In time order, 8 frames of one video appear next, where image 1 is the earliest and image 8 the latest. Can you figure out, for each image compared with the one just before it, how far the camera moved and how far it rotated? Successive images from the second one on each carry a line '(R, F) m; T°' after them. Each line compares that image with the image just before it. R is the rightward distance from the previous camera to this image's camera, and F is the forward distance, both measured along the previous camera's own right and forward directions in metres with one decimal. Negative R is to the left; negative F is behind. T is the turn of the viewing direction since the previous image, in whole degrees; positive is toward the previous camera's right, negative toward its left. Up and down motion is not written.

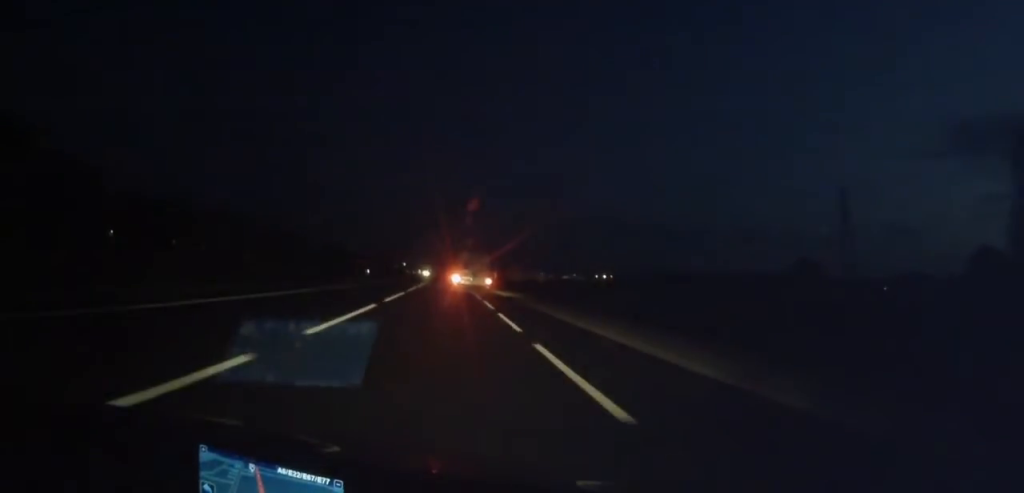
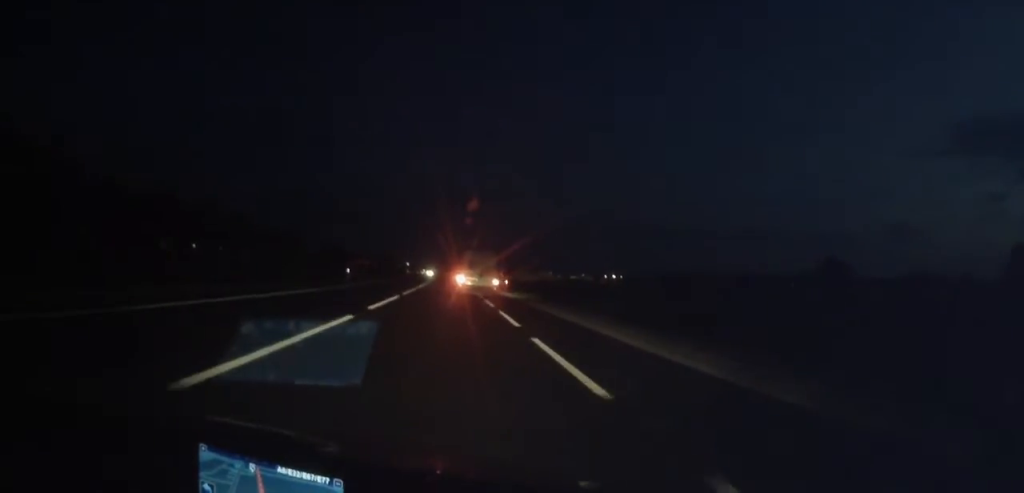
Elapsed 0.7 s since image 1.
(-0.2, +16.9) m; 0°
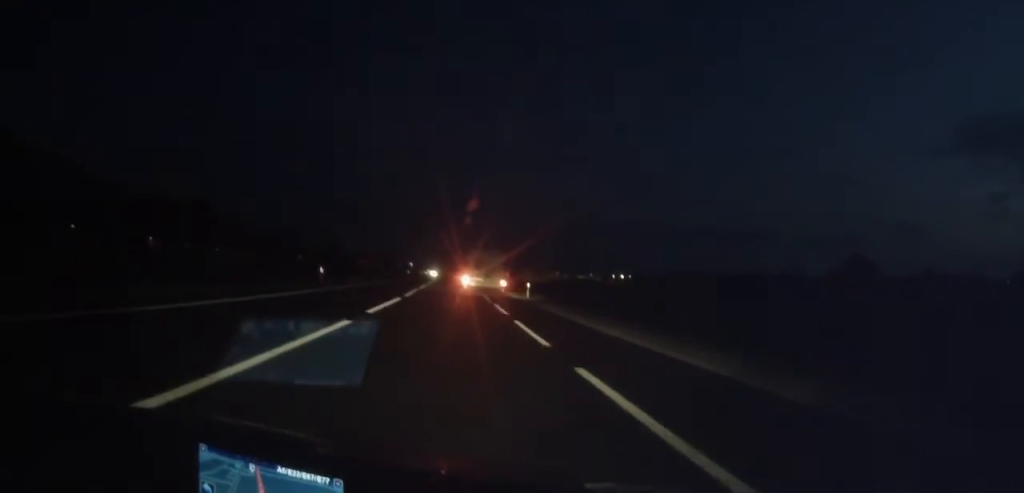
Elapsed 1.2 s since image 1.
(-0.1, +12.9) m; 0°
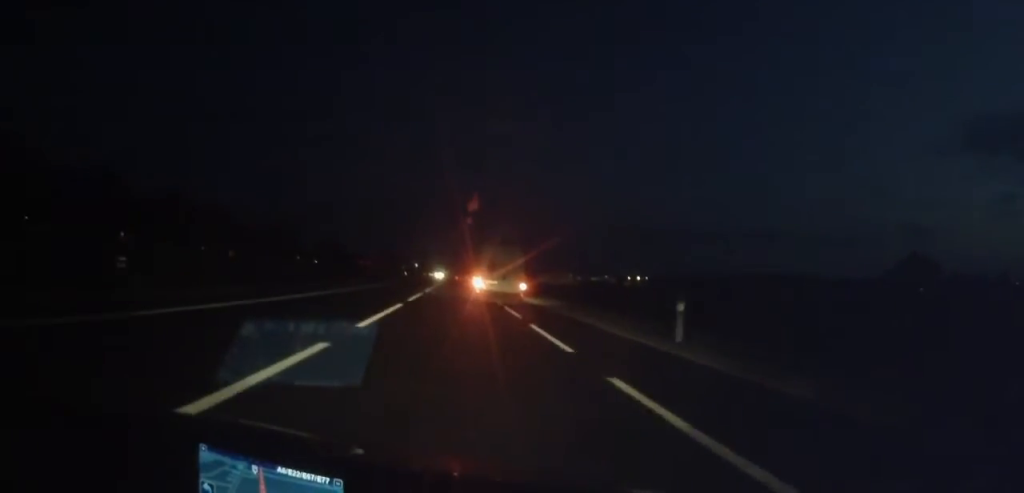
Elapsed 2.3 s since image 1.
(0.0, +26.8) m; -1°
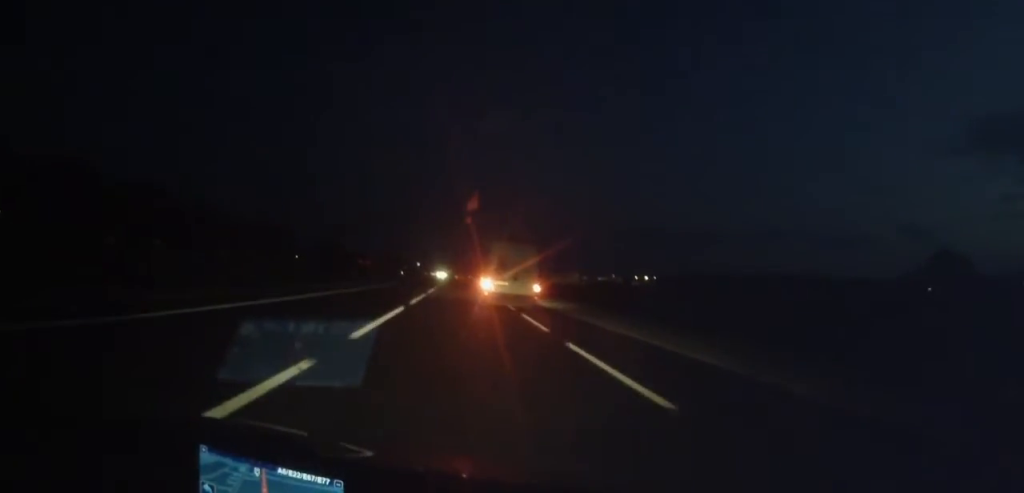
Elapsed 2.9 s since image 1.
(-0.1, +13.2) m; 0°
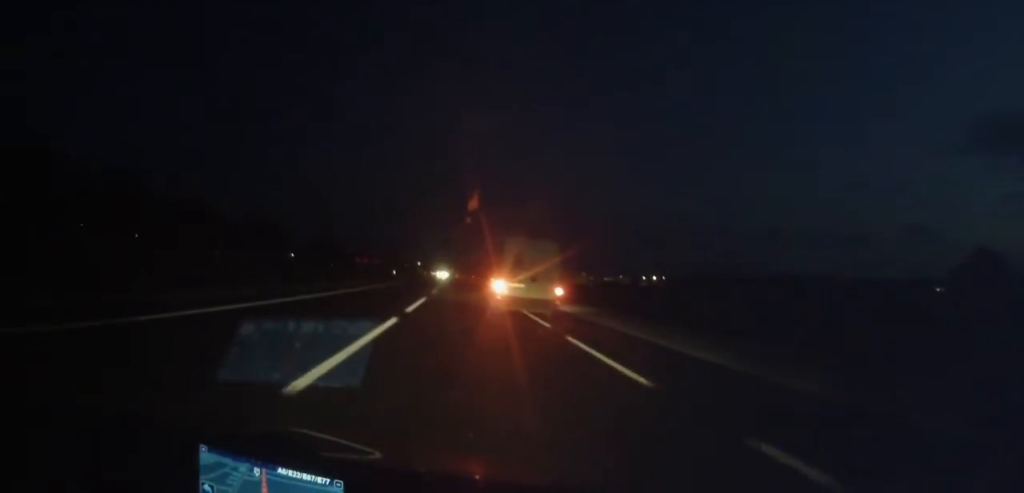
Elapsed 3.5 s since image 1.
(0.0, +16.1) m; 0°
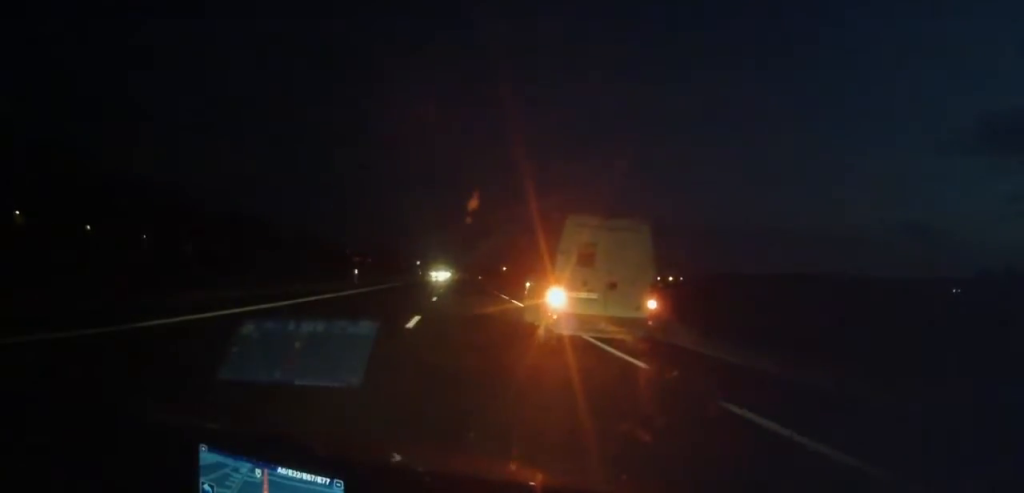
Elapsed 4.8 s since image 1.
(-0.2, +33.9) m; -1°
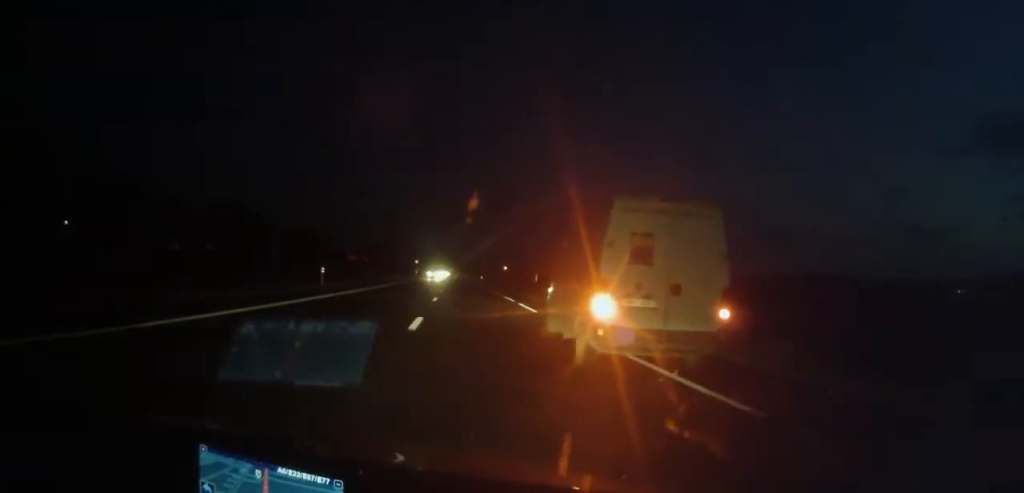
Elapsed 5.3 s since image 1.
(0.0, +12.4) m; 0°
